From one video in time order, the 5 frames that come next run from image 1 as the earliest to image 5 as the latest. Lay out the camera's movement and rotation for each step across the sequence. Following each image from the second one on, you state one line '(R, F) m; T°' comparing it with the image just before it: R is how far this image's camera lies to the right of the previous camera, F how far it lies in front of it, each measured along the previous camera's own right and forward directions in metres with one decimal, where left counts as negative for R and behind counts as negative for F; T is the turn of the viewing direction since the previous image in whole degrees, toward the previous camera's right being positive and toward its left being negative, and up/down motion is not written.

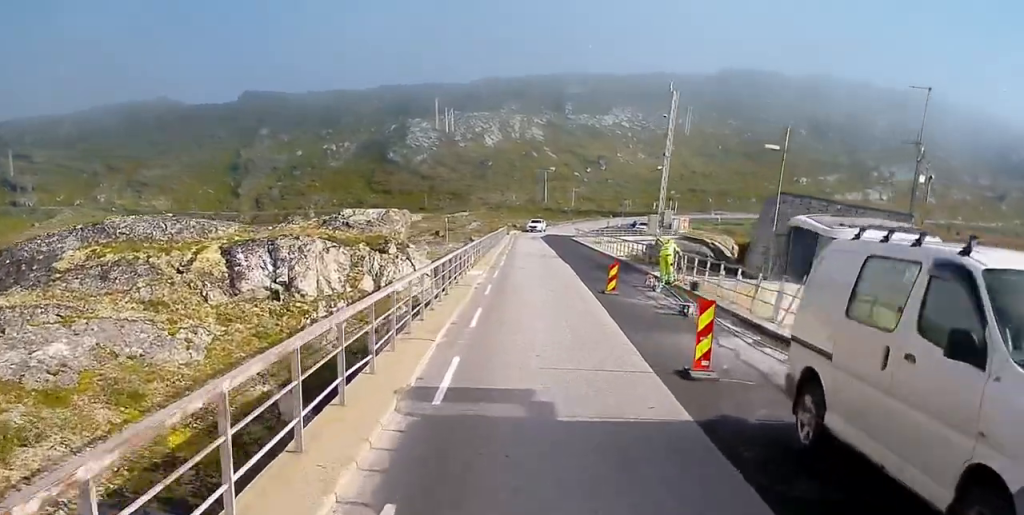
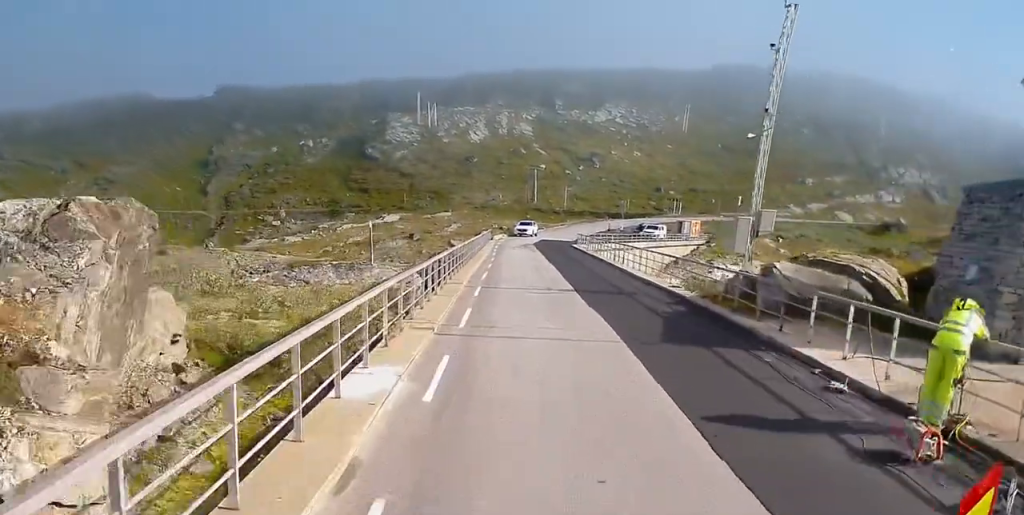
(0.0, +18.0) m; 0°
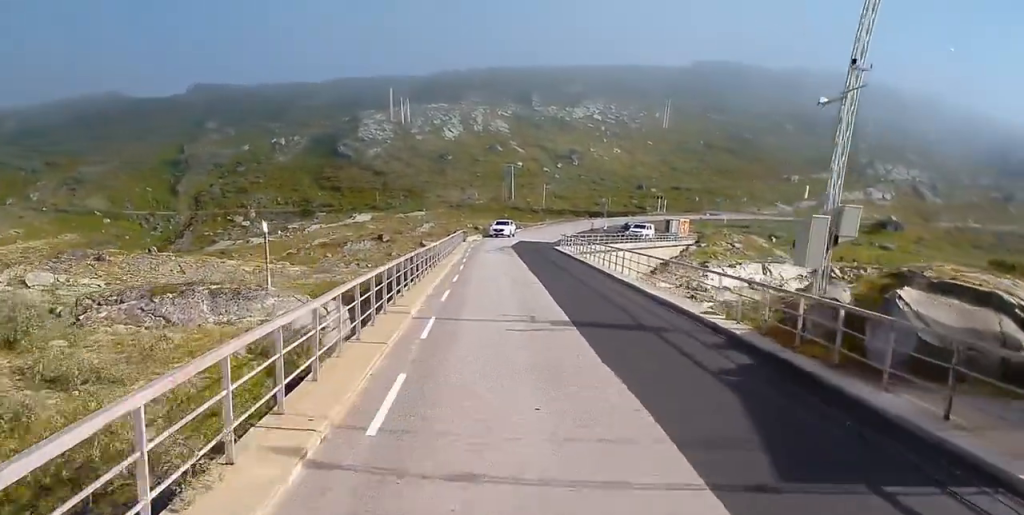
(0.0, +7.5) m; 0°
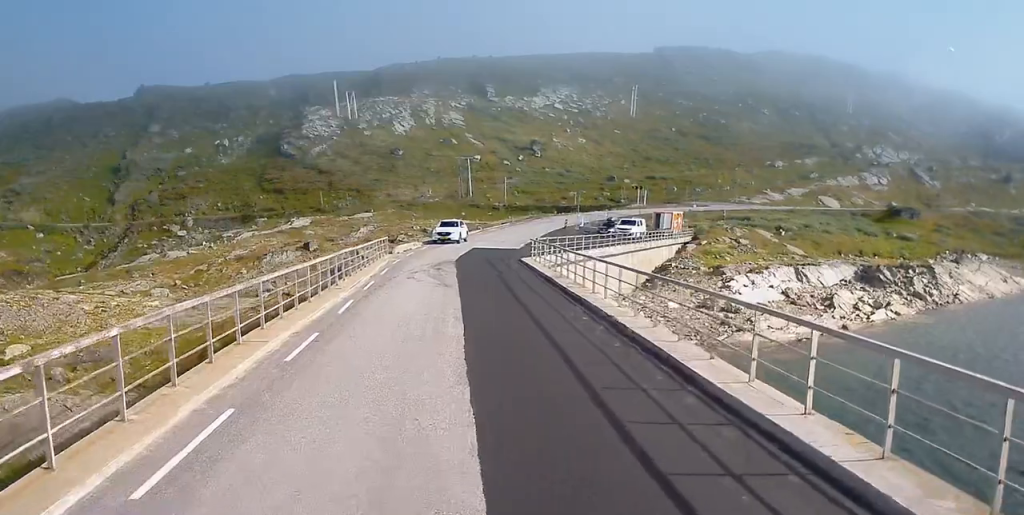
(0.0, +19.8) m; 0°
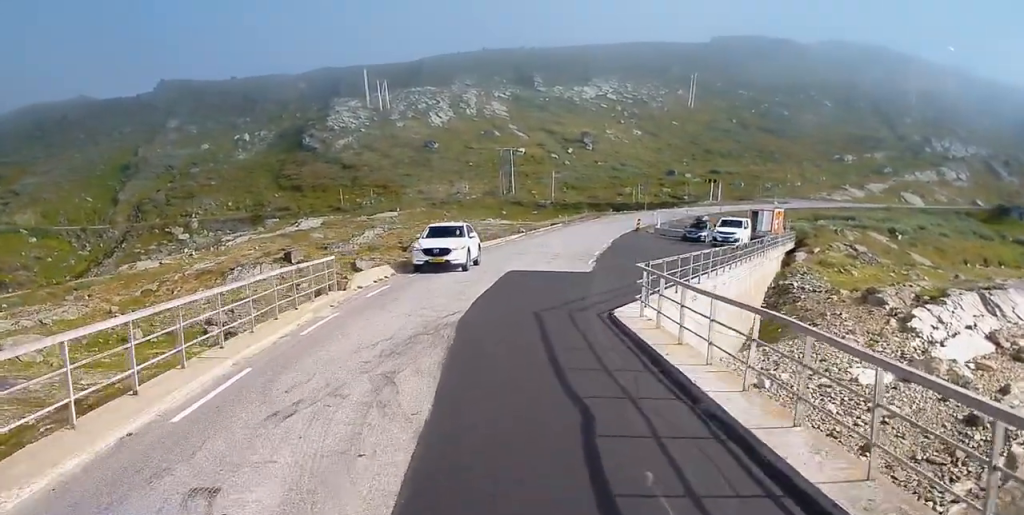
(0.0, +21.3) m; 0°
